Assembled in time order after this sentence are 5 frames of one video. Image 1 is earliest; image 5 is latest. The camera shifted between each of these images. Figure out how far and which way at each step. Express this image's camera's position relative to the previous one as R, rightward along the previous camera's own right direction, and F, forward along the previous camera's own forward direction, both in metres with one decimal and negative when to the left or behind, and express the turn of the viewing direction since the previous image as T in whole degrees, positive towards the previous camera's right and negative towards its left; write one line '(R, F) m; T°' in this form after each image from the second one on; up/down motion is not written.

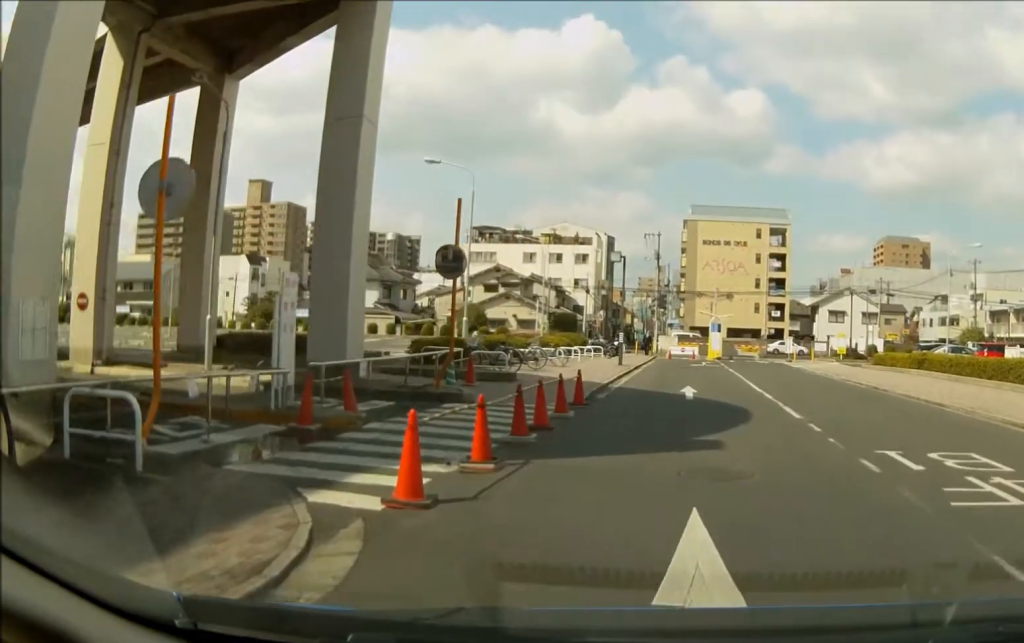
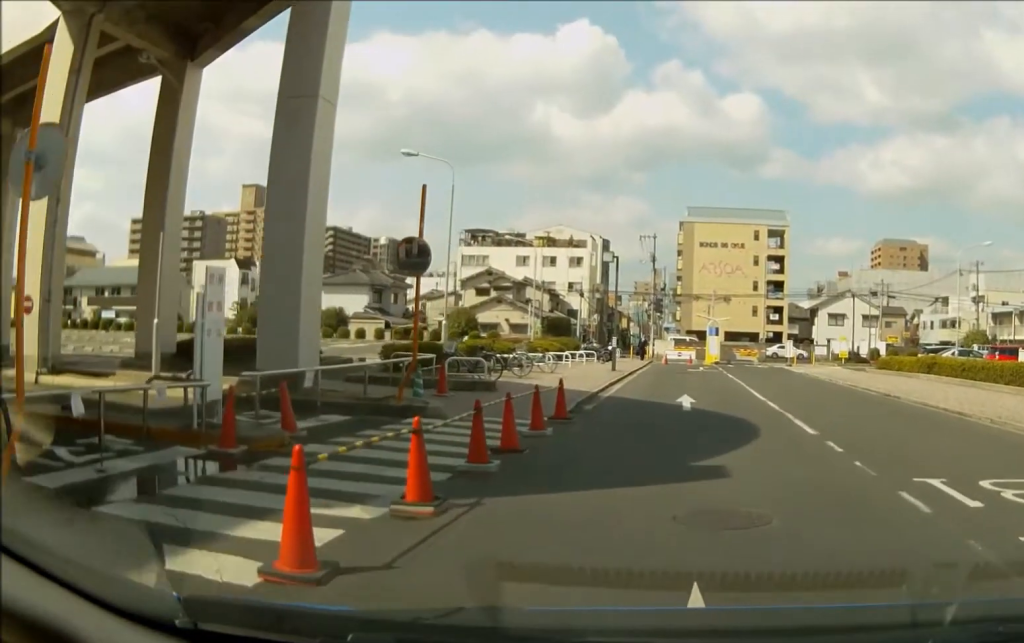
(0.0, +2.0) m; 0°
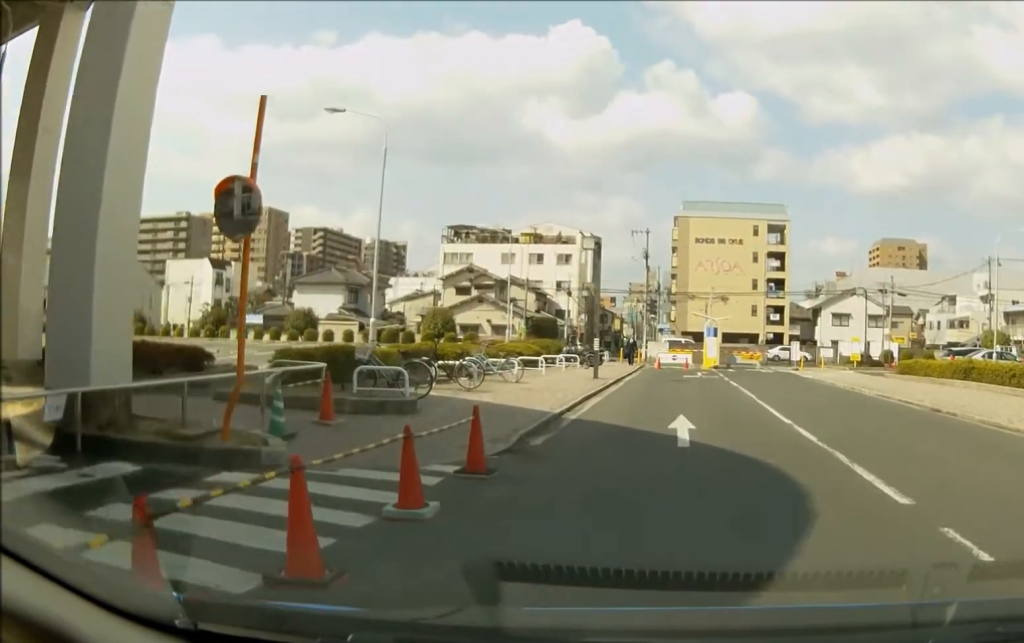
(0.0, +5.6) m; +1°
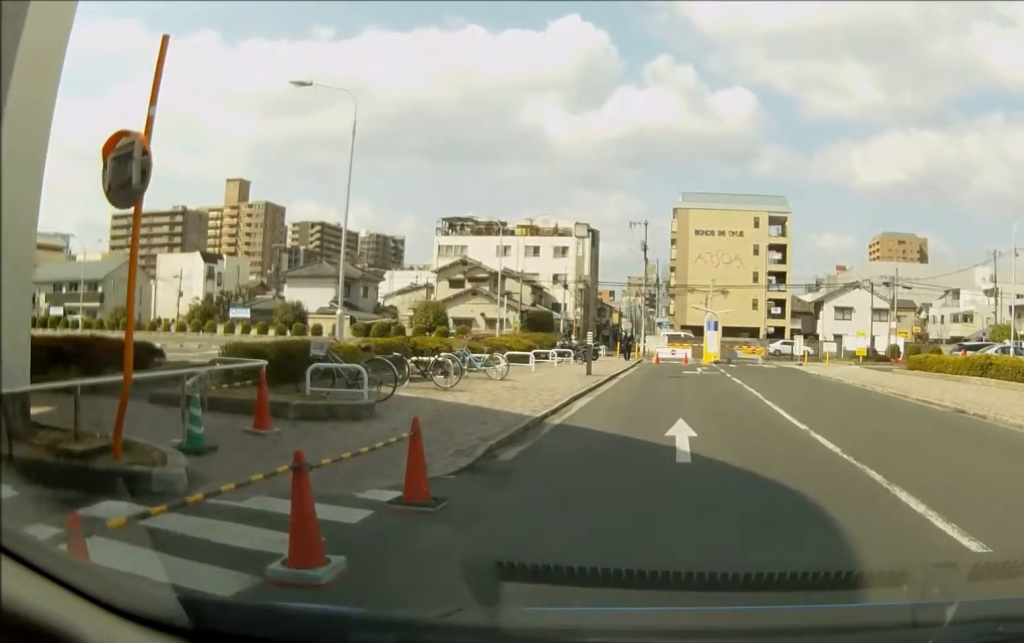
(0.0, +2.0) m; +2°
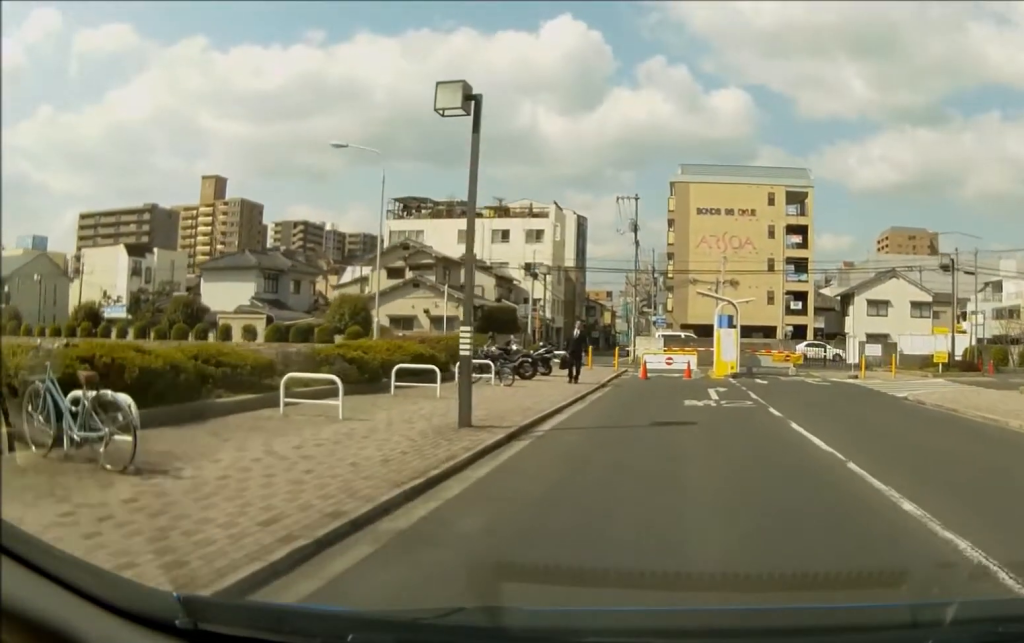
(+0.6, +16.1) m; +6°
